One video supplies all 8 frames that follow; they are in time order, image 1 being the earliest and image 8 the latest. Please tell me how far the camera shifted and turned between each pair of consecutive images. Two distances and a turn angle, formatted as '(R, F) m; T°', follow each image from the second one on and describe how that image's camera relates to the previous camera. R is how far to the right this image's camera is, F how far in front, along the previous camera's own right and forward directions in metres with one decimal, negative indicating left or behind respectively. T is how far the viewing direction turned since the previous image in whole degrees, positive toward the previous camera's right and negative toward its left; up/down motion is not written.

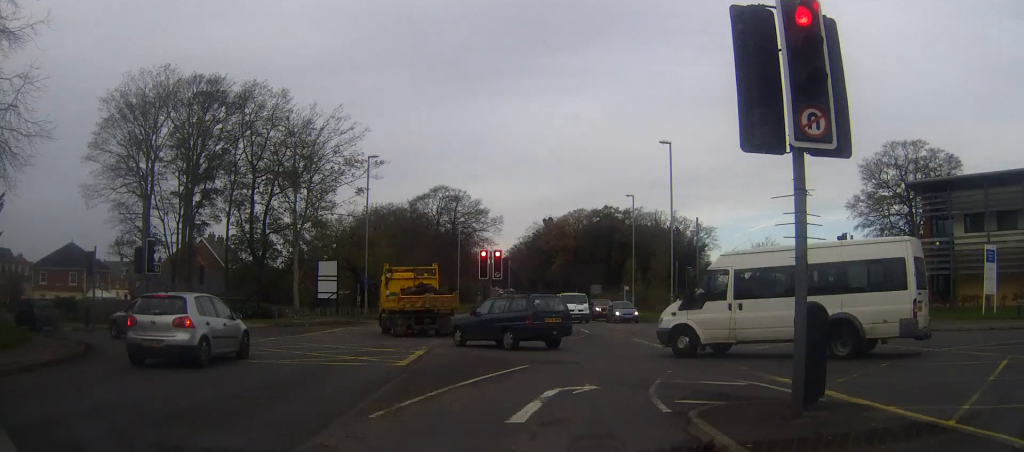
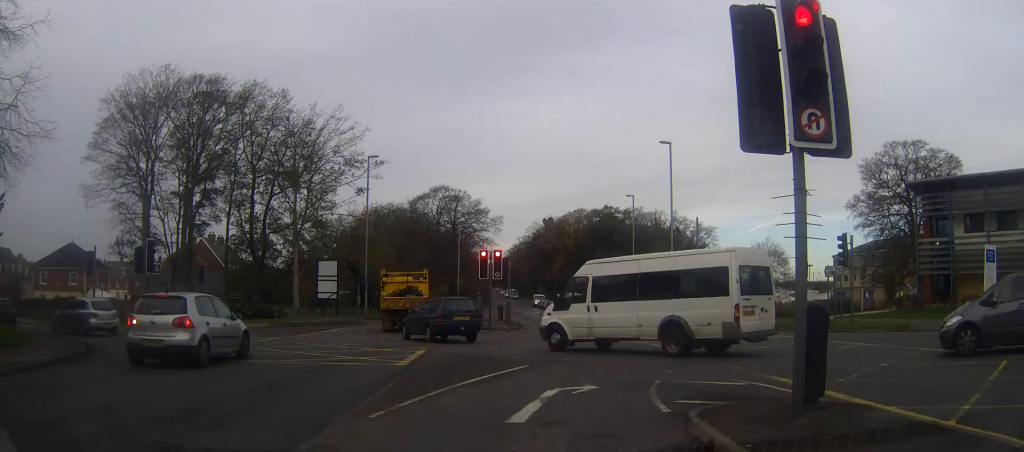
(0.0, 0.0) m; 0°
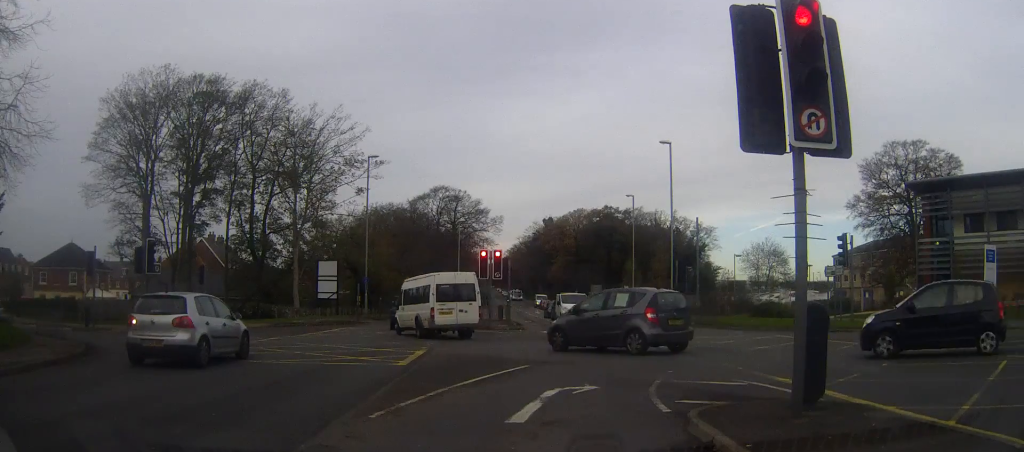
(0.0, 0.0) m; 0°
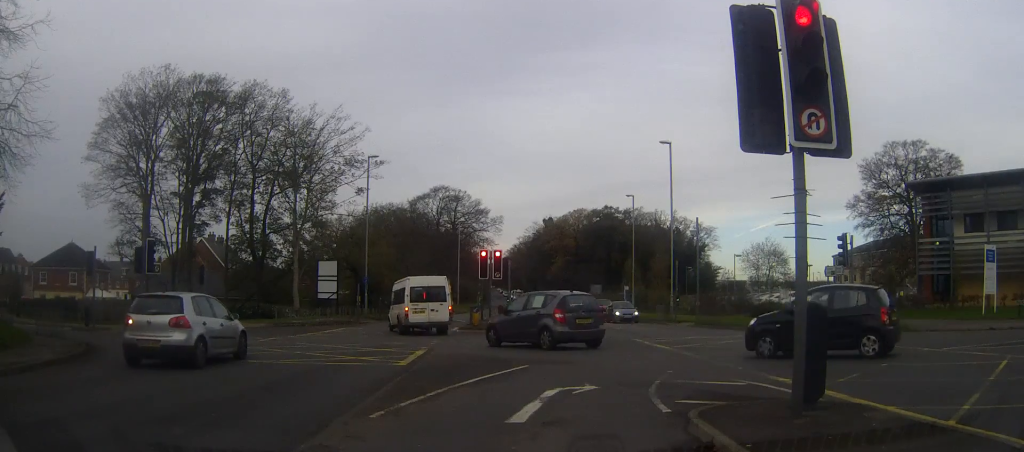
(0.0, 0.0) m; 0°
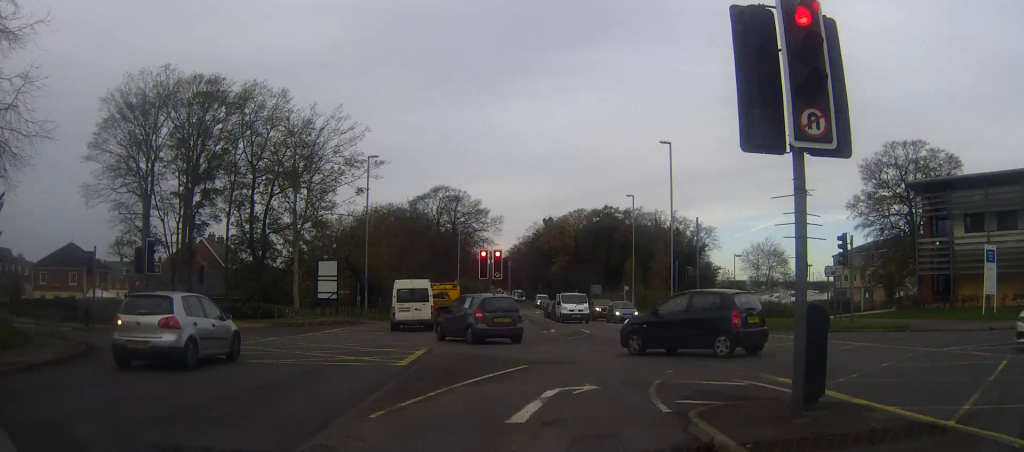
(0.0, 0.0) m; 0°
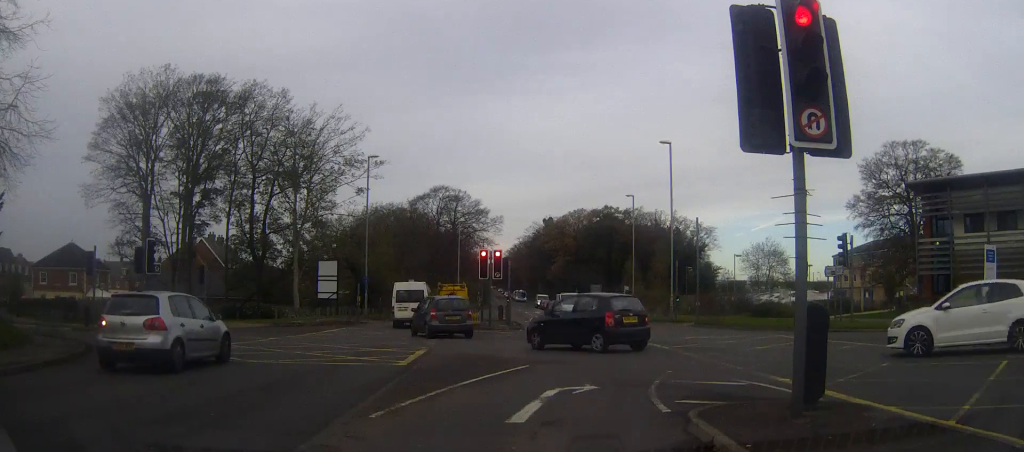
(0.0, 0.0) m; 0°
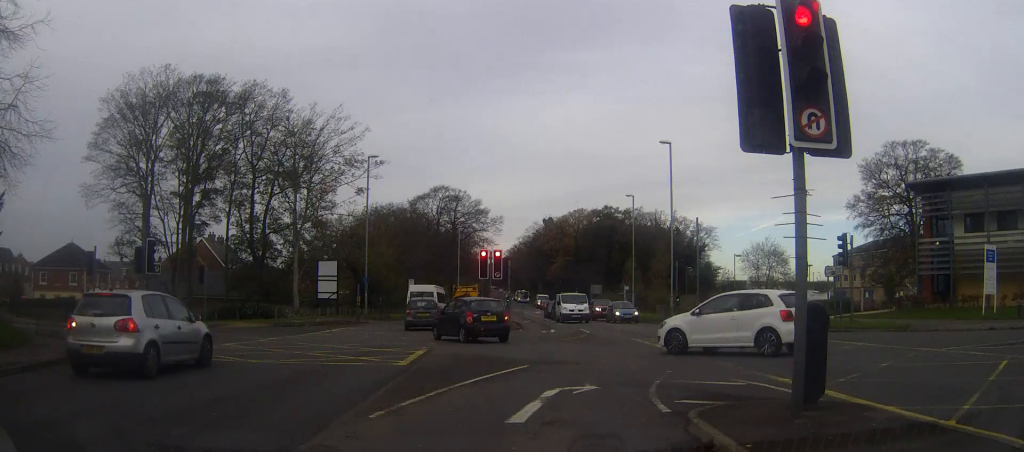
(0.0, 0.0) m; 0°
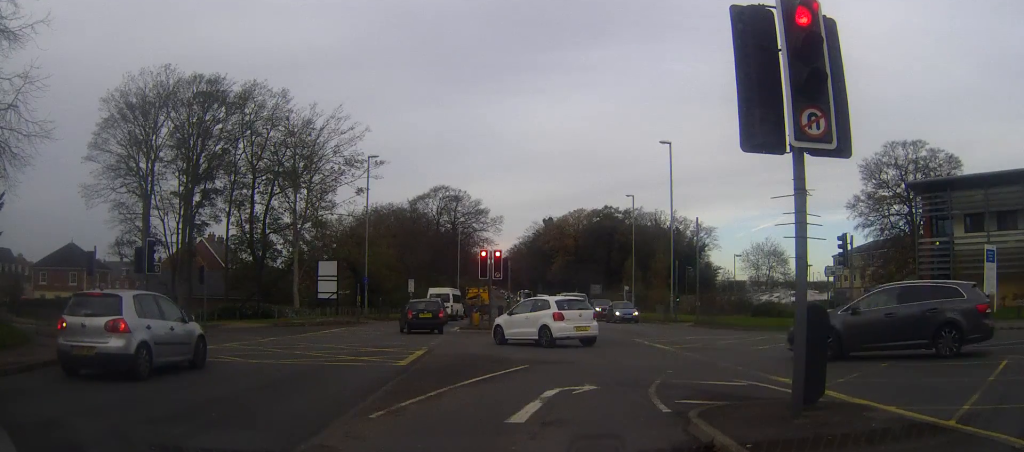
(0.0, 0.0) m; 0°
